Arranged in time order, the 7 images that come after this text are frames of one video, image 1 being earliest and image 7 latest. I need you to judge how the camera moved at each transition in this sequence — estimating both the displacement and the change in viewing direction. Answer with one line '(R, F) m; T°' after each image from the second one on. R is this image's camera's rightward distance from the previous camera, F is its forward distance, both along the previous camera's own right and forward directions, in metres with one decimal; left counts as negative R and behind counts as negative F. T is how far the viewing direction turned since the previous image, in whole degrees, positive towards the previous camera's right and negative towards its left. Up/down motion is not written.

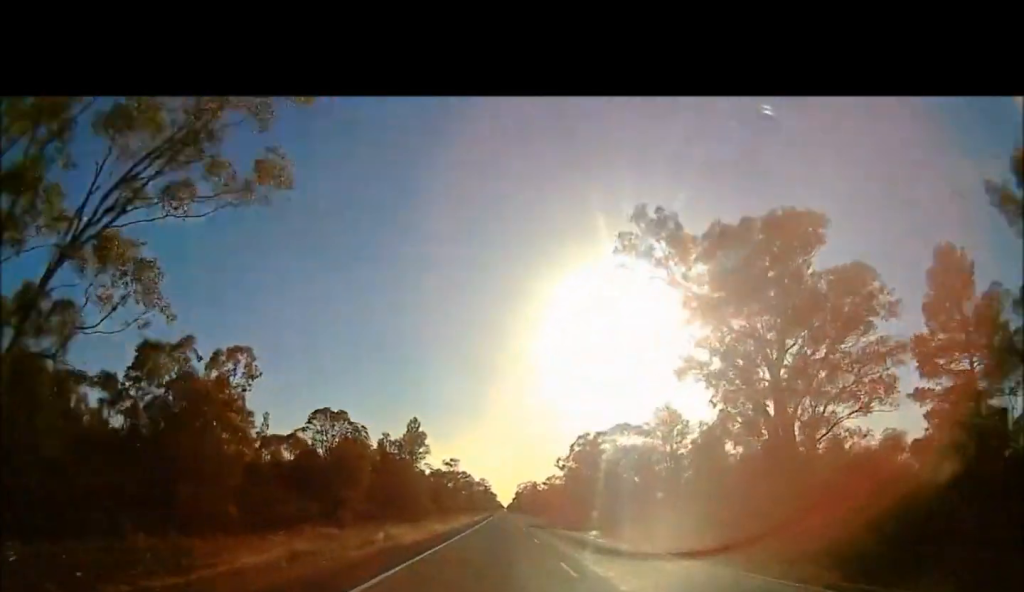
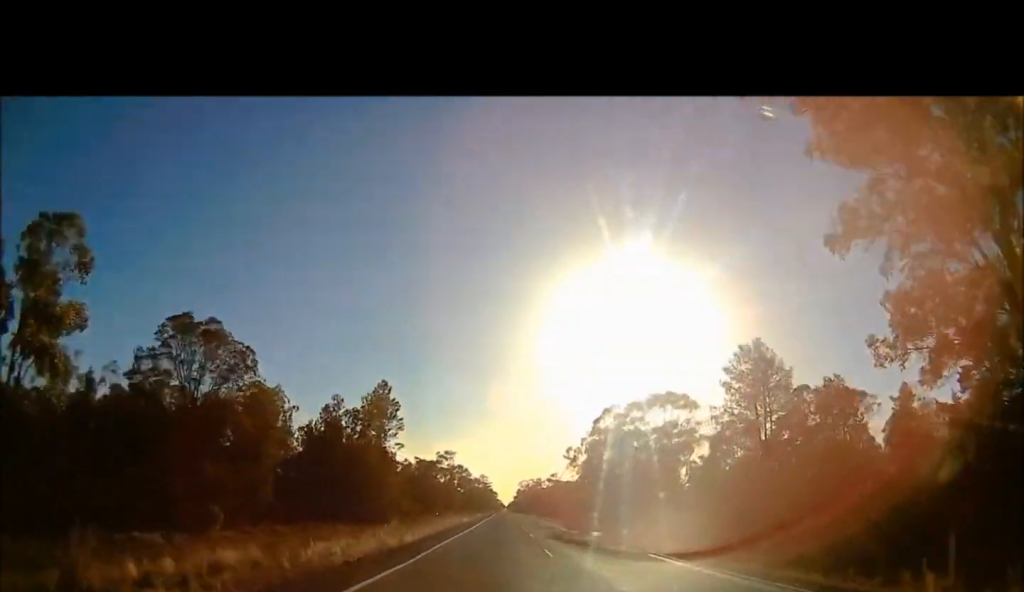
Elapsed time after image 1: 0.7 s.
(0.0, +22.5) m; 0°
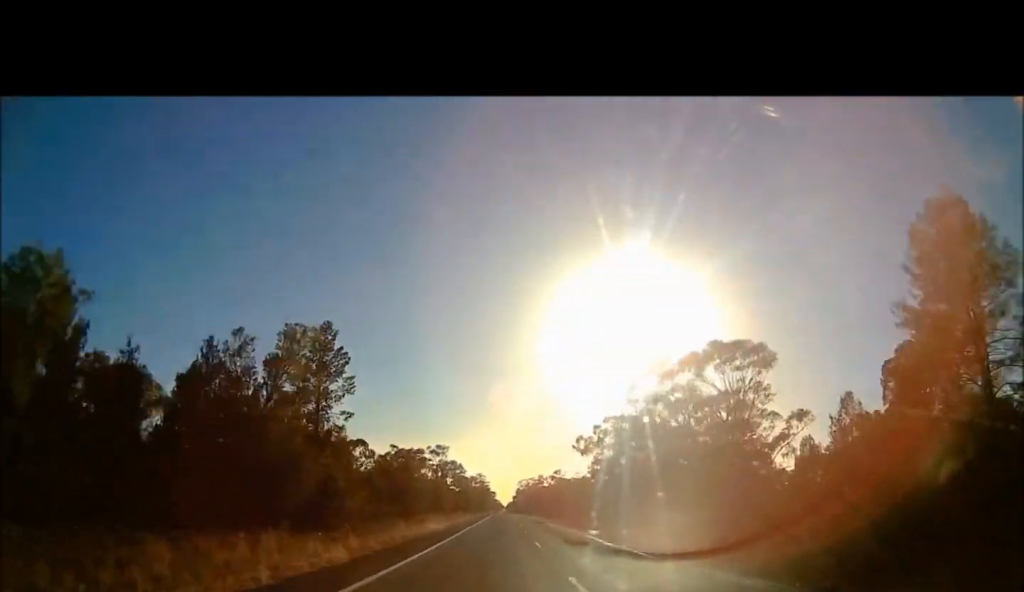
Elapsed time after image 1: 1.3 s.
(-0.1, +20.4) m; +1°
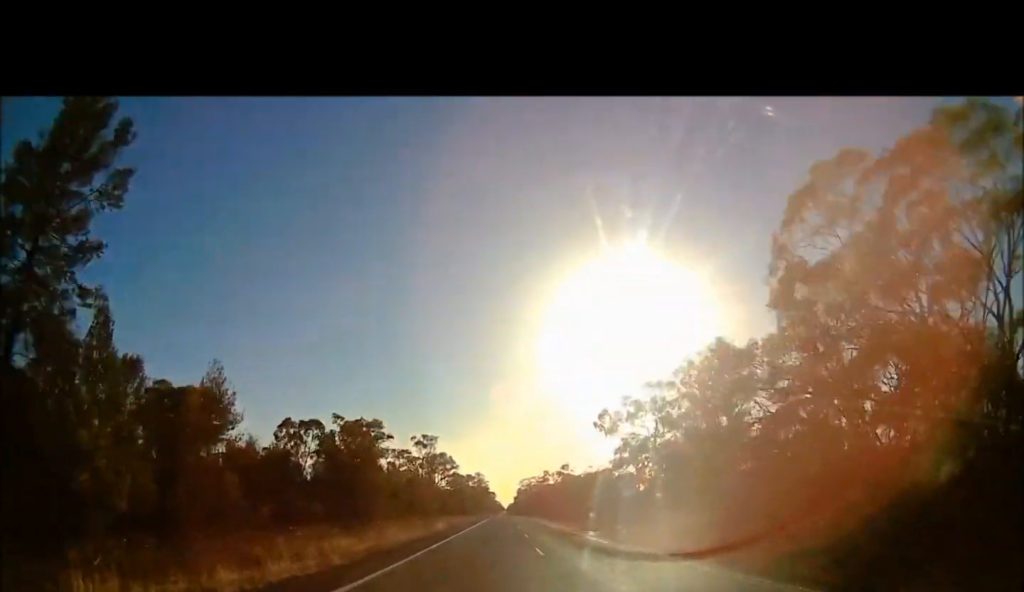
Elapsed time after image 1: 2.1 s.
(+0.4, +28.5) m; +1°
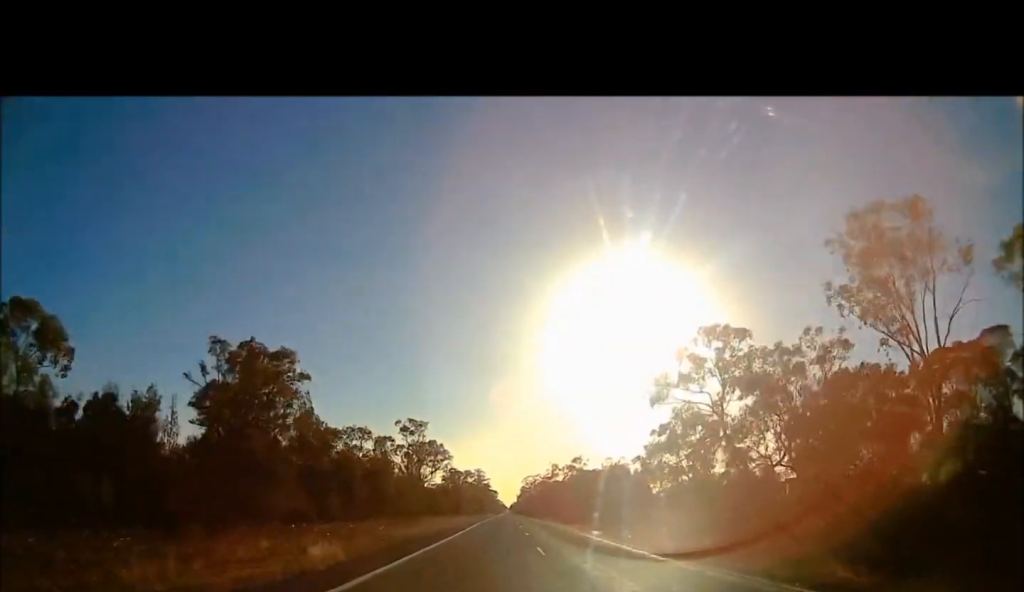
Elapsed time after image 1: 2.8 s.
(+0.2, +25.1) m; 0°
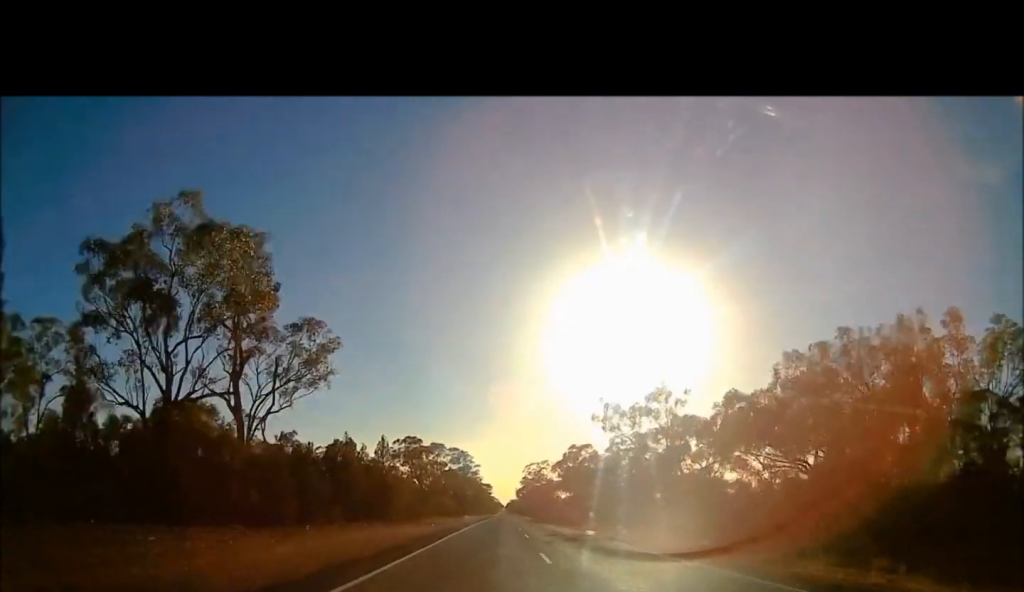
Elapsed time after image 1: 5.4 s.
(-0.7, +86.3) m; 0°
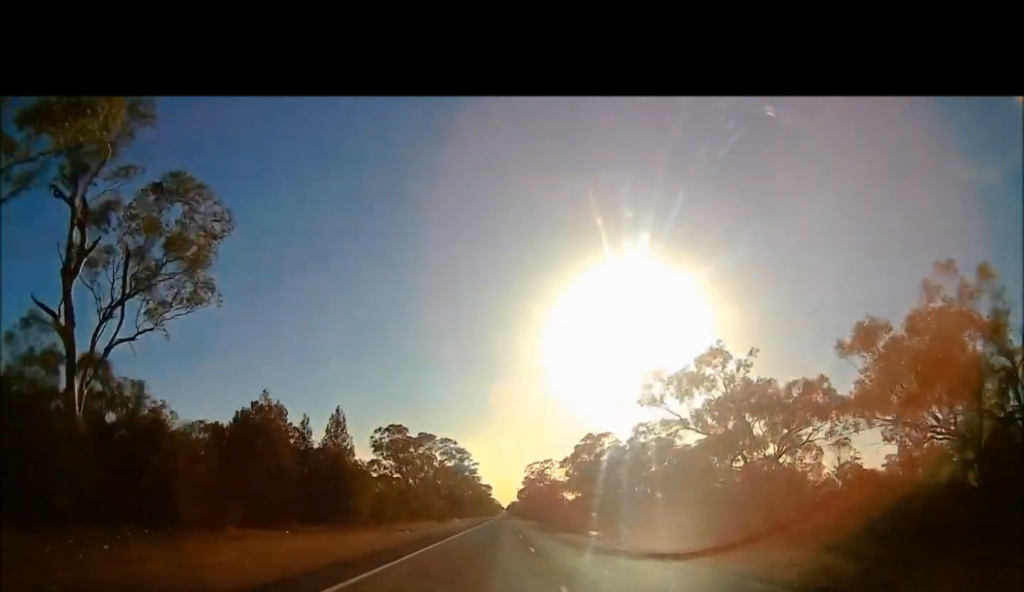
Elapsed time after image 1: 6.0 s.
(0.0, +17.0) m; +2°
